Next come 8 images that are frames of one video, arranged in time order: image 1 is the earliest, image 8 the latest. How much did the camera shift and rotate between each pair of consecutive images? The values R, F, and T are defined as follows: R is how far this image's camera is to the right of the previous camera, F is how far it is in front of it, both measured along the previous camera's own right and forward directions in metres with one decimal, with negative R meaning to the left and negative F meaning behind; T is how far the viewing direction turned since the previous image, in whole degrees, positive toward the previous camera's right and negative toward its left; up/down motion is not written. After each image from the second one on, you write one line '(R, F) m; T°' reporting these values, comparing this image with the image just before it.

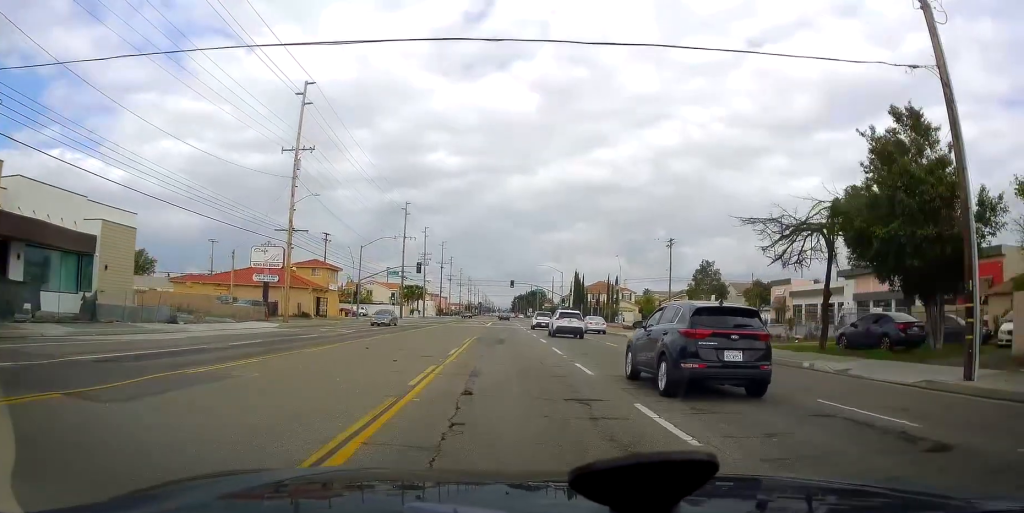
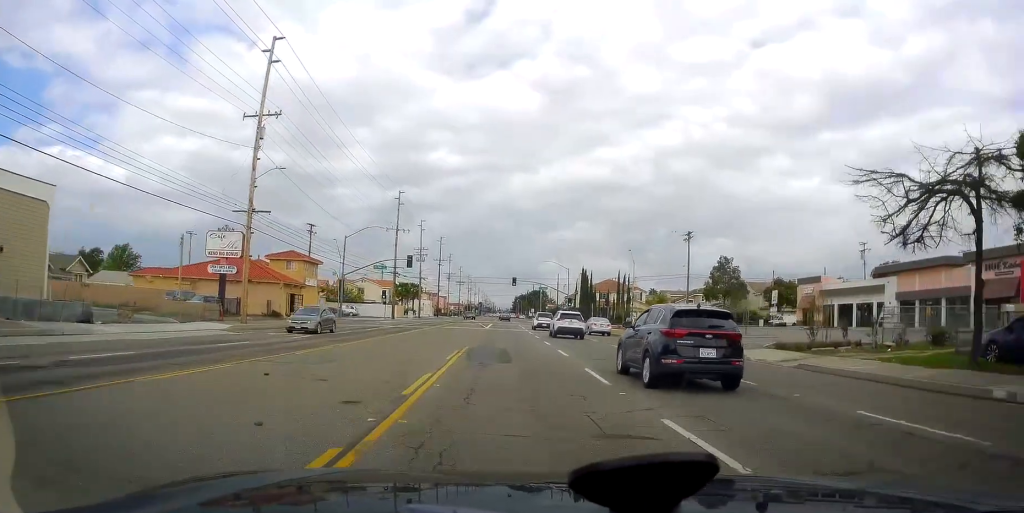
(-0.6, +8.8) m; 0°
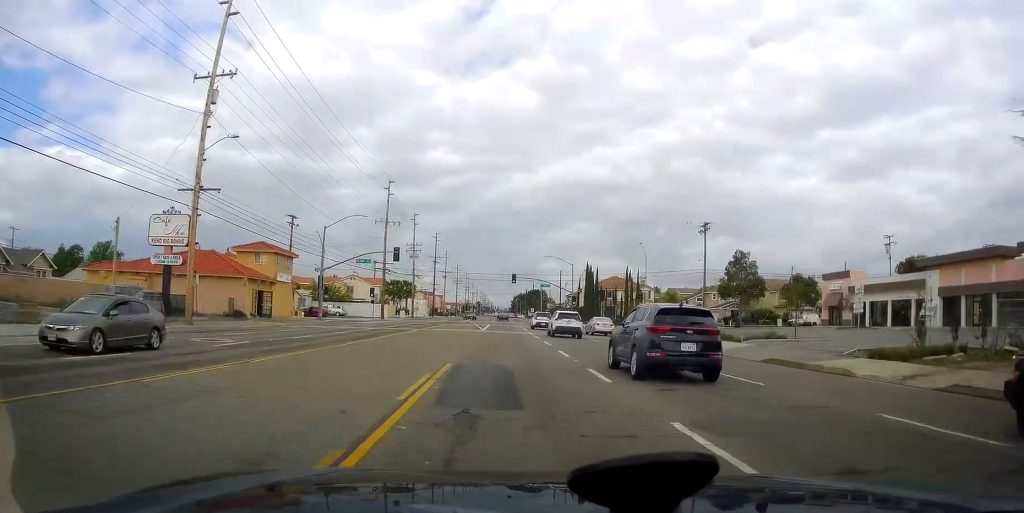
(0.0, +7.9) m; +1°
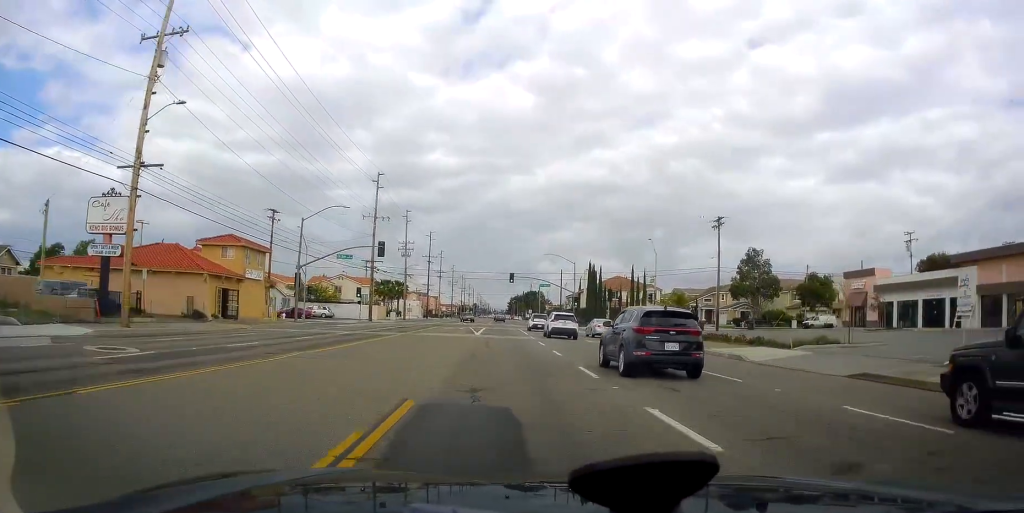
(+0.3, +6.4) m; +2°
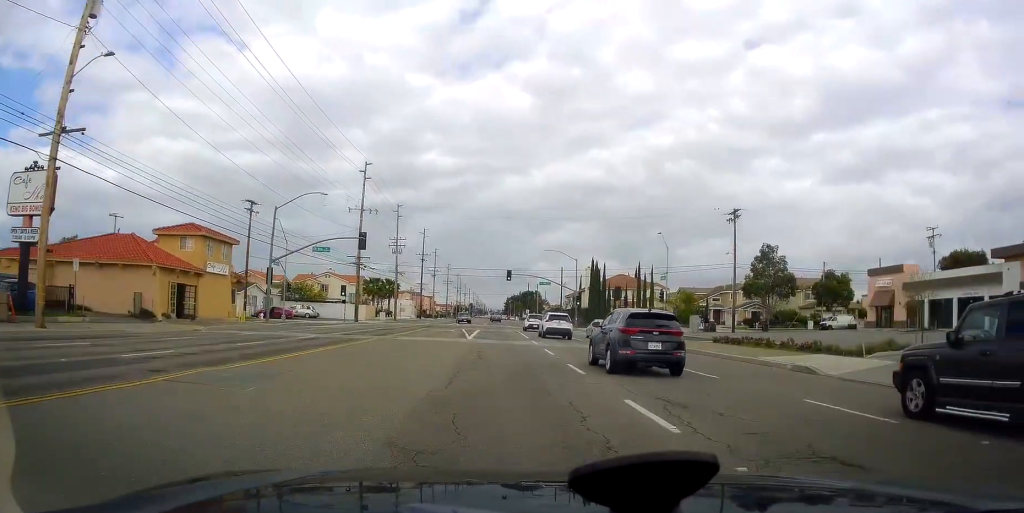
(+0.1, +6.4) m; +1°
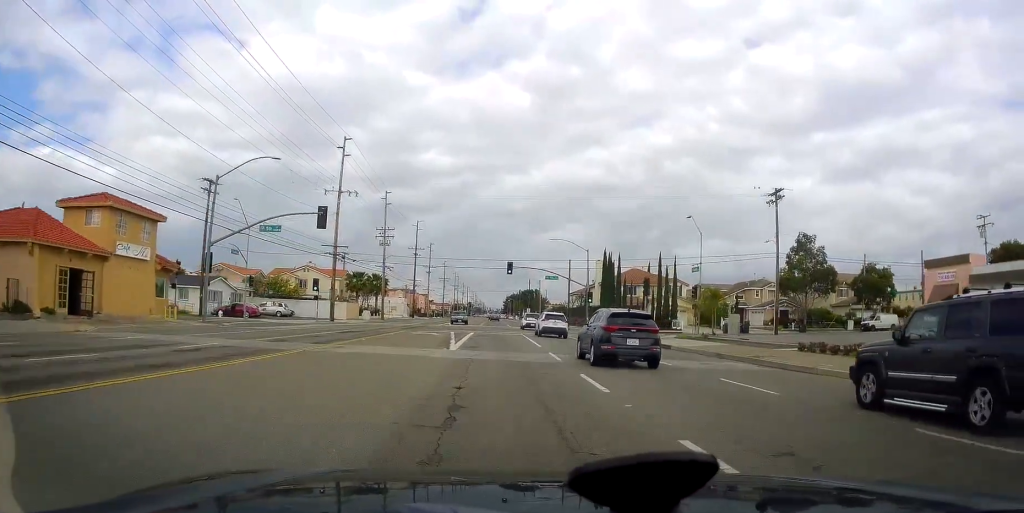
(0.0, +11.4) m; 0°
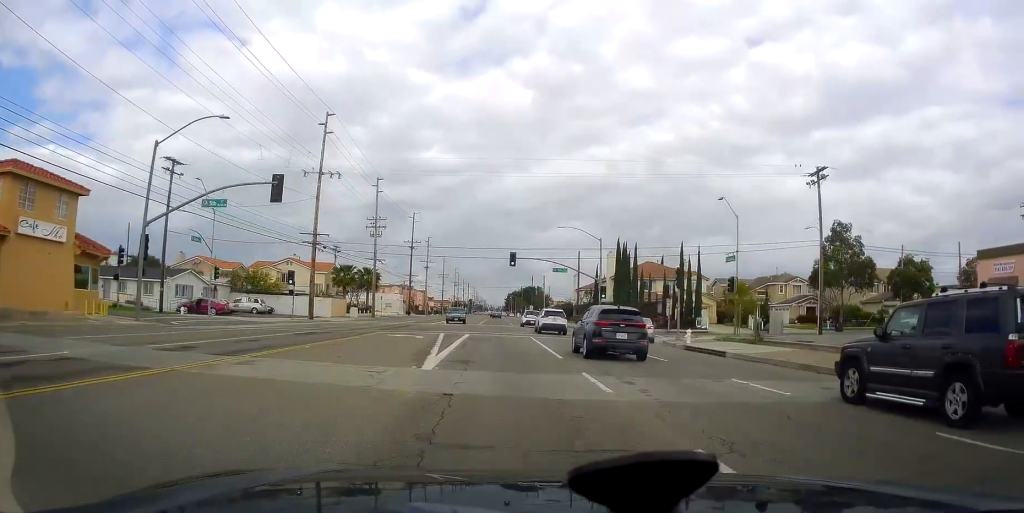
(0.0, +8.2) m; 0°
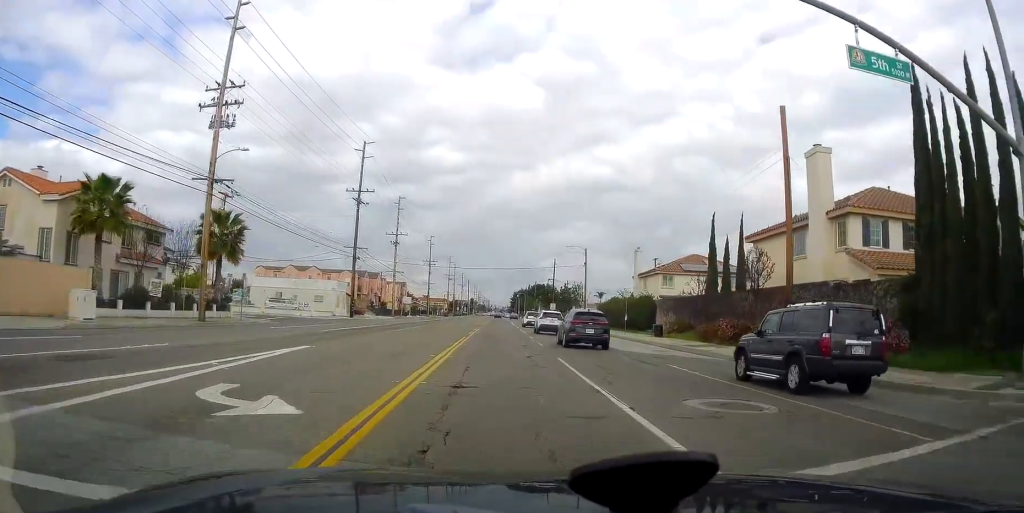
(0.0, +53.8) m; 0°
